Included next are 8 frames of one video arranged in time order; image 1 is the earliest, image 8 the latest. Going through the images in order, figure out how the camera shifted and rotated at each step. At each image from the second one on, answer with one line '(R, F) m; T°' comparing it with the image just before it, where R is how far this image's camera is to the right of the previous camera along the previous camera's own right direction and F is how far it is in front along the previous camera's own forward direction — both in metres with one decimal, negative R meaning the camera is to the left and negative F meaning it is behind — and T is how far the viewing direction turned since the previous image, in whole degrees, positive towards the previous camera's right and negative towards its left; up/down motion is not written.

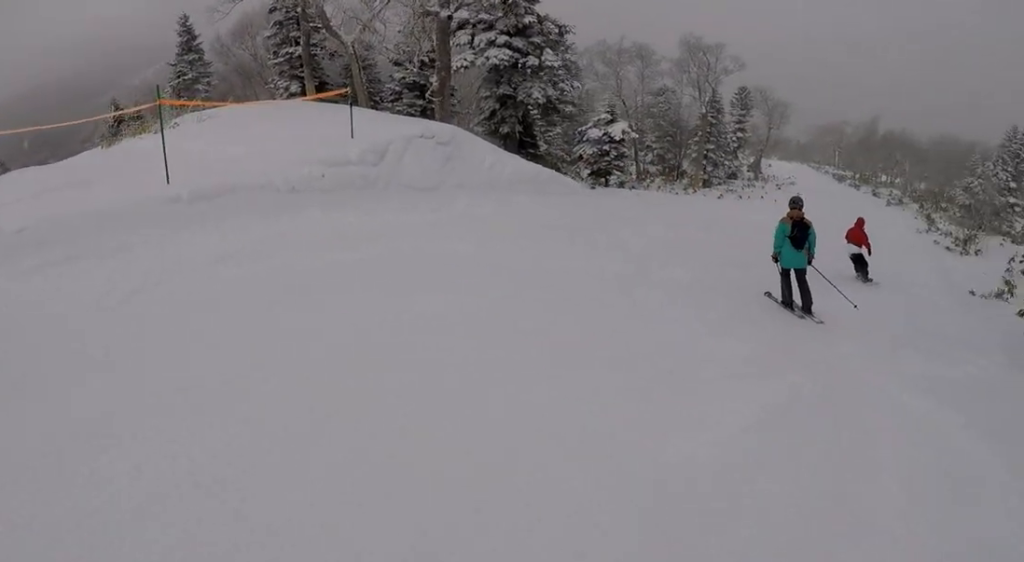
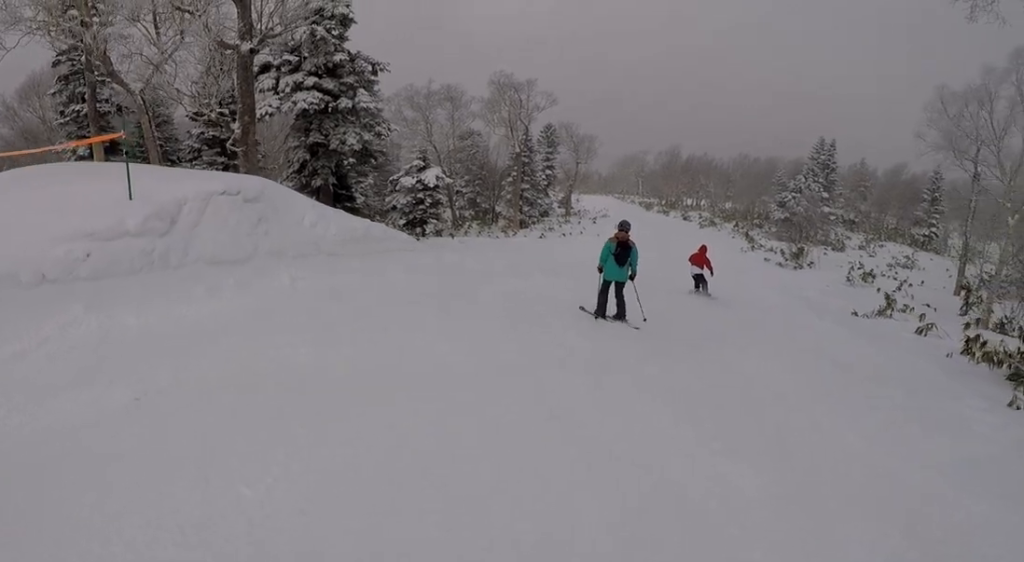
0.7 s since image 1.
(+0.3, +3.0) m; +13°
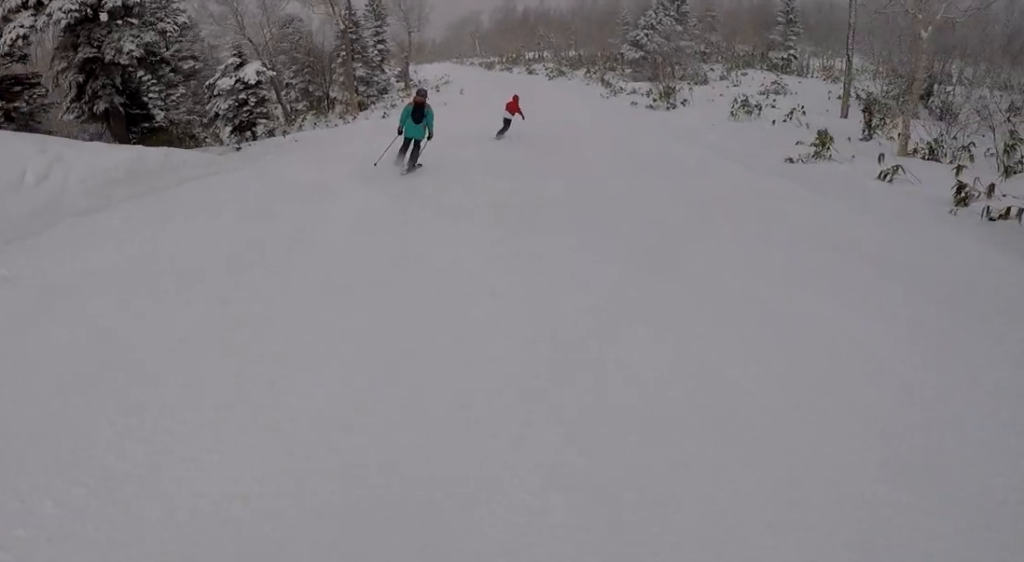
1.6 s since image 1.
(+0.5, +3.8) m; +15°
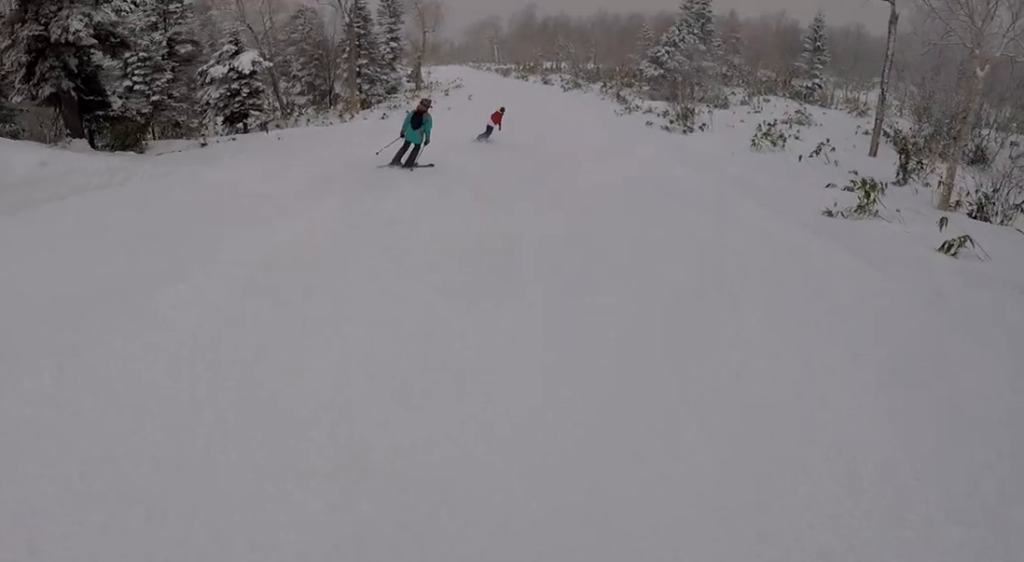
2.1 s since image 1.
(+0.6, +2.7) m; +4°
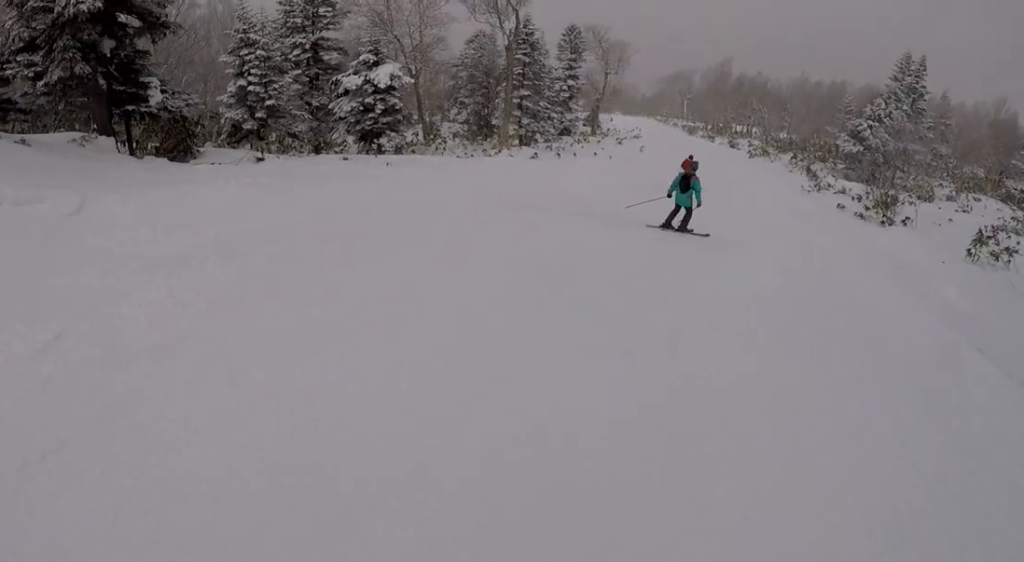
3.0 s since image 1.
(-0.2, +5.5) m; -5°
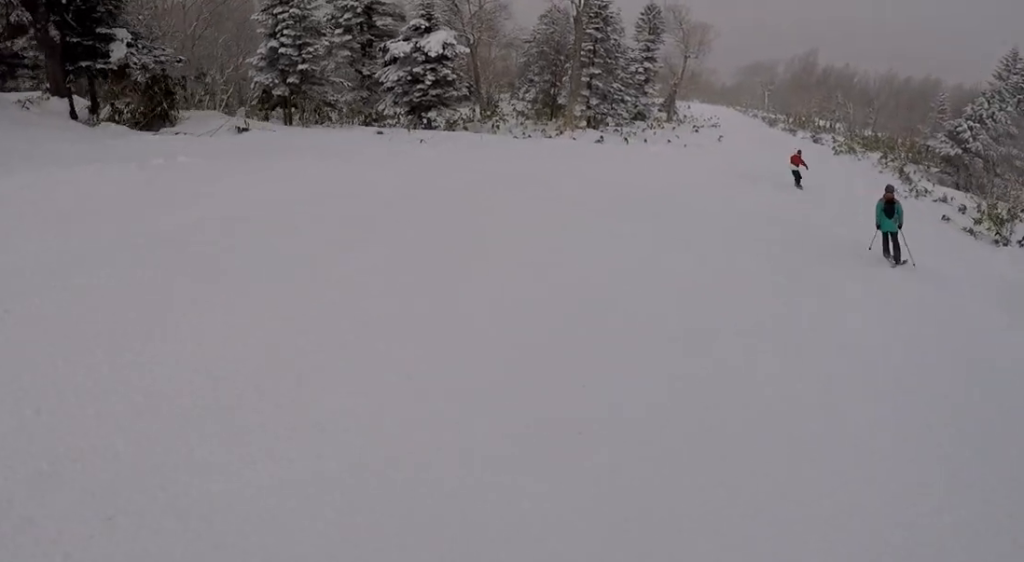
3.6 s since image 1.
(-0.2, +3.9) m; -2°
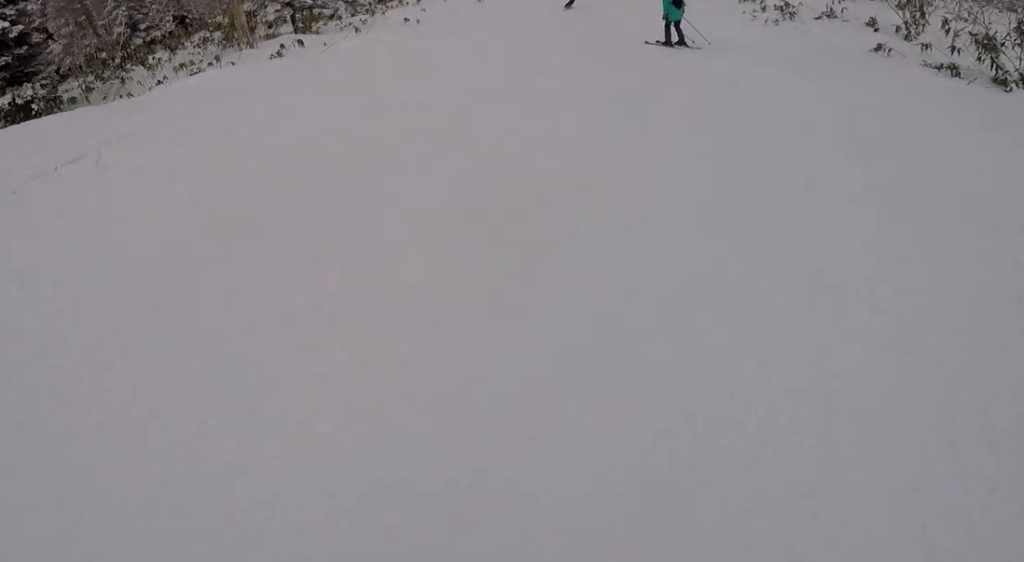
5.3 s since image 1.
(+0.2, +13.0) m; +3°
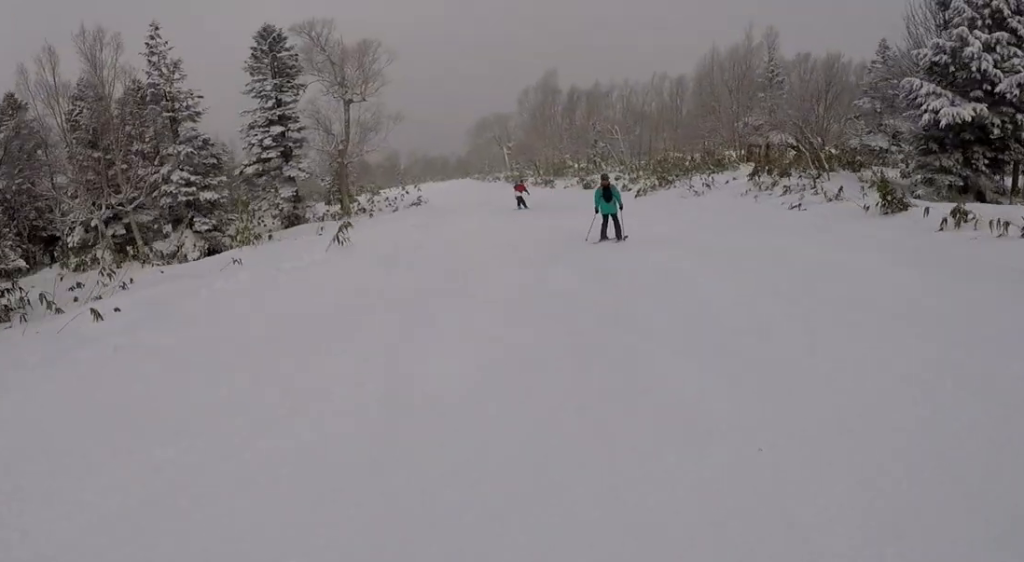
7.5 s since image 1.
(-0.2, +17.9) m; +5°
